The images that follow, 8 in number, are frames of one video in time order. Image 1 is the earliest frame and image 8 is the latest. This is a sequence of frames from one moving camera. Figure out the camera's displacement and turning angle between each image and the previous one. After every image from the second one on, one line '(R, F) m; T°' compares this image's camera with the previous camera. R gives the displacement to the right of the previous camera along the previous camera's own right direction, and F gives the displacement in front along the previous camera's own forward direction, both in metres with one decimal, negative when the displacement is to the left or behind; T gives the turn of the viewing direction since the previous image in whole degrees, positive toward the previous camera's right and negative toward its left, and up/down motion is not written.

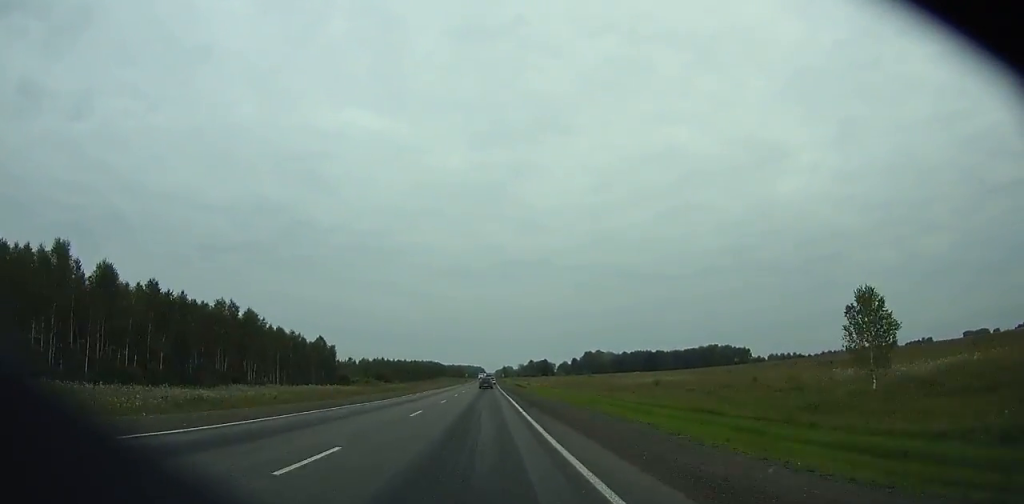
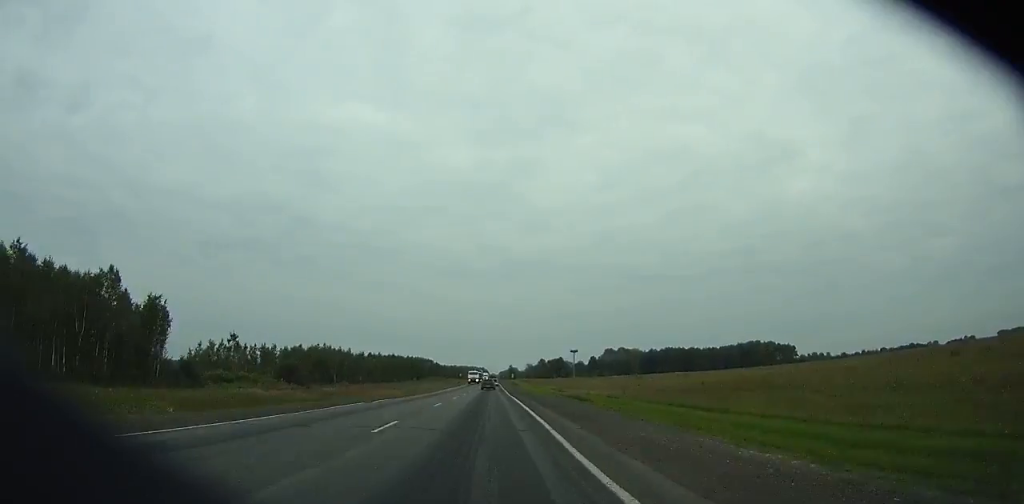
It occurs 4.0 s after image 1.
(-0.1, +89.8) m; 0°
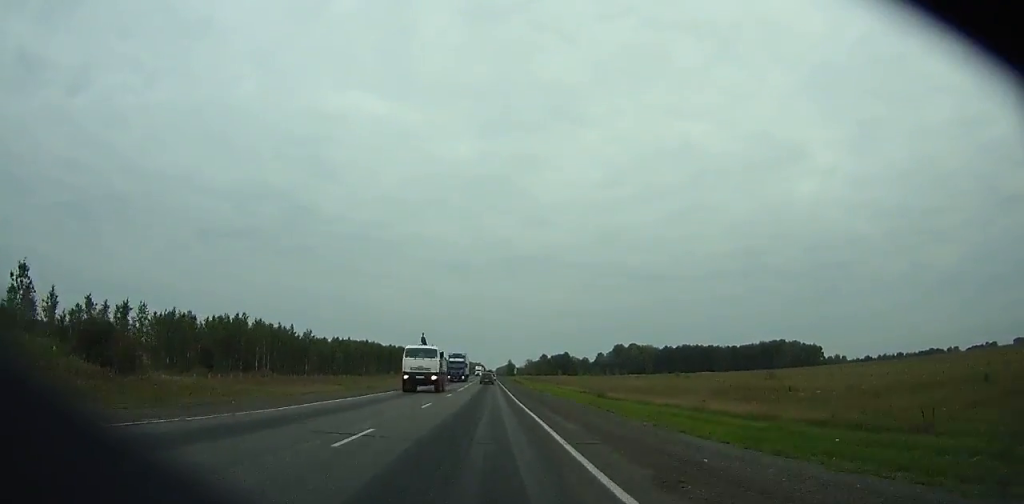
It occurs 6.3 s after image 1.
(-0.2, +50.9) m; 0°
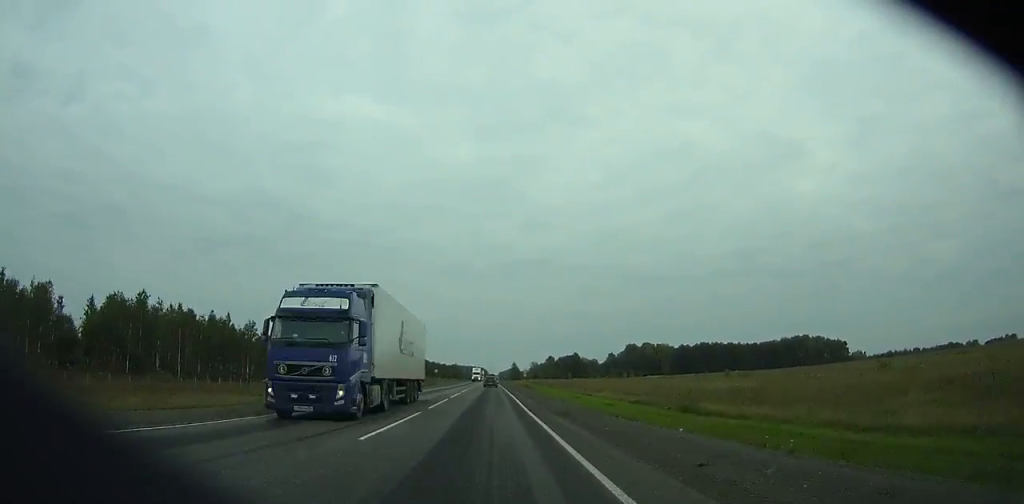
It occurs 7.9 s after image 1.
(-0.2, +35.4) m; 0°
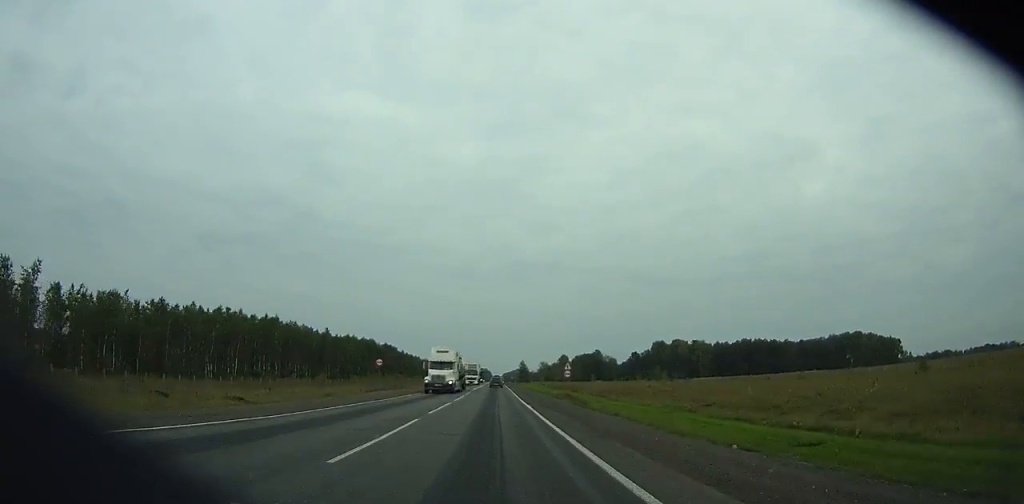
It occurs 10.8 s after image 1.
(-0.3, +64.3) m; 0°
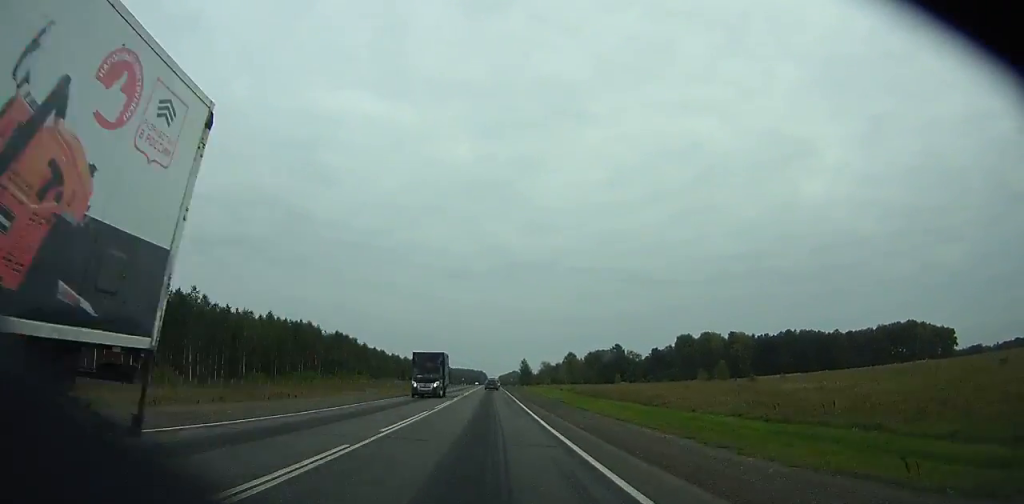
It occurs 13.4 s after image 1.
(0.0, +58.3) m; 0°
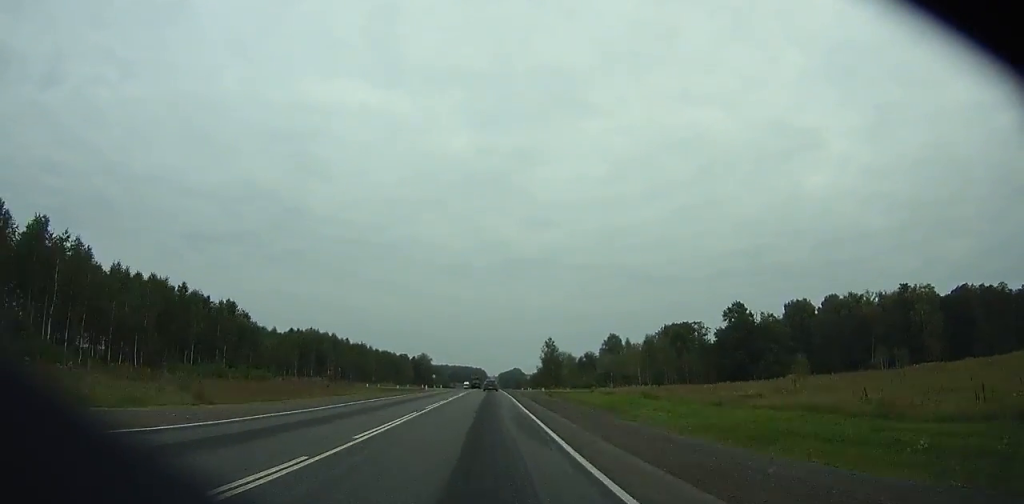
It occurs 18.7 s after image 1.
(+0.6, +120.6) m; +1°
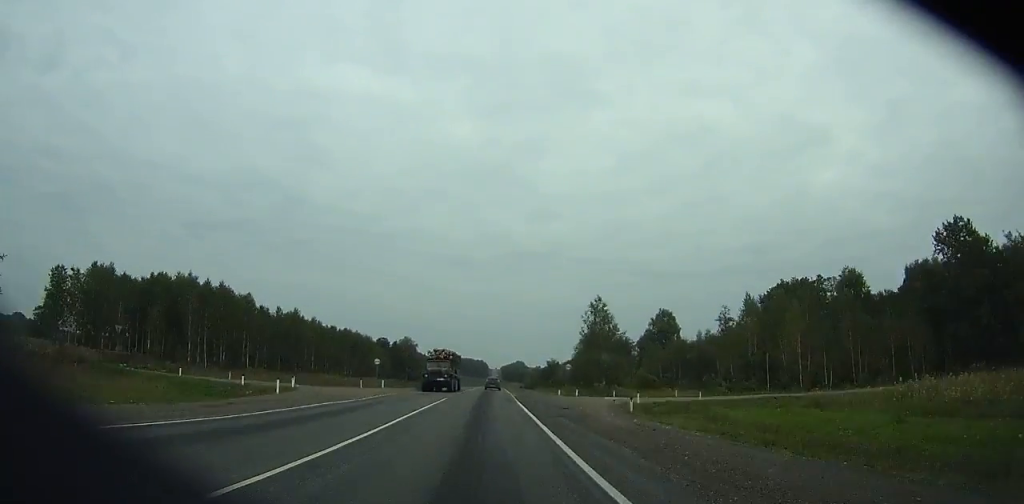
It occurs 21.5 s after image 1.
(+0.2, +63.8) m; 0°
